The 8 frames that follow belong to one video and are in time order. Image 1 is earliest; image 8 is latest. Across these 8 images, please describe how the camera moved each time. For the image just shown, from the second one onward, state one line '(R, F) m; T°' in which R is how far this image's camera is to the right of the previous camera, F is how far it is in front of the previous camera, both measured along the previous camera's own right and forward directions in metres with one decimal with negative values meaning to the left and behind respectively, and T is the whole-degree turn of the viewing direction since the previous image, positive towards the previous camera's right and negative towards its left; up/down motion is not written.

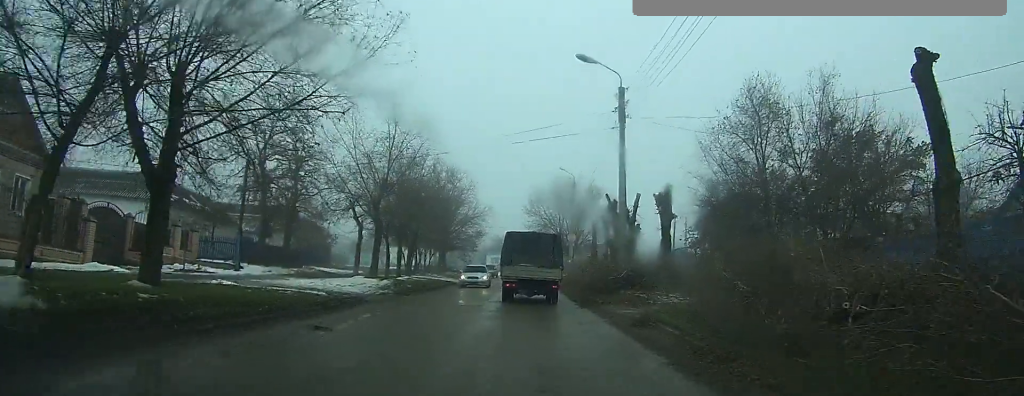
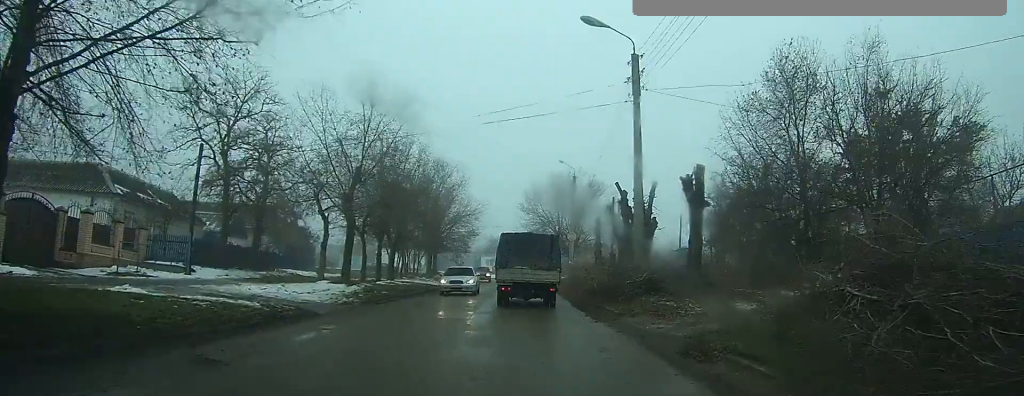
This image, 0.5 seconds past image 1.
(0.0, +3.3) m; 0°
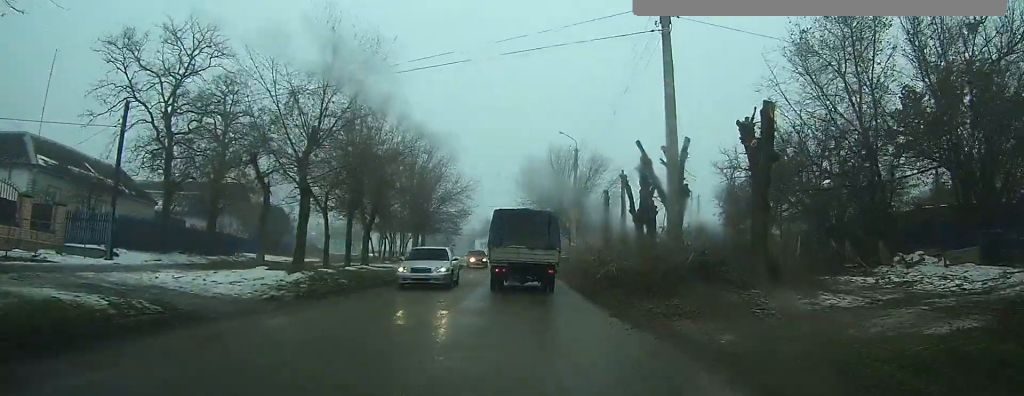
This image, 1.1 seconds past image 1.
(0.0, +4.2) m; 0°
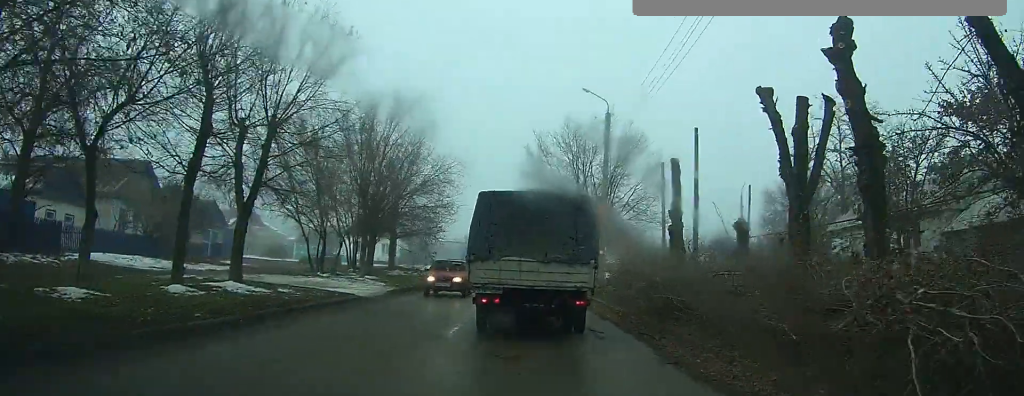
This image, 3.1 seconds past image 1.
(0.0, +14.3) m; -2°
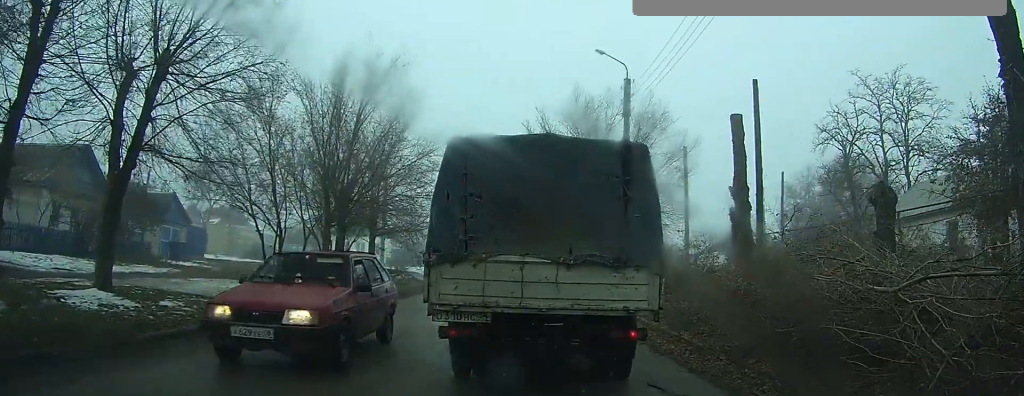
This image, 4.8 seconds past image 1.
(-0.3, +6.8) m; -6°
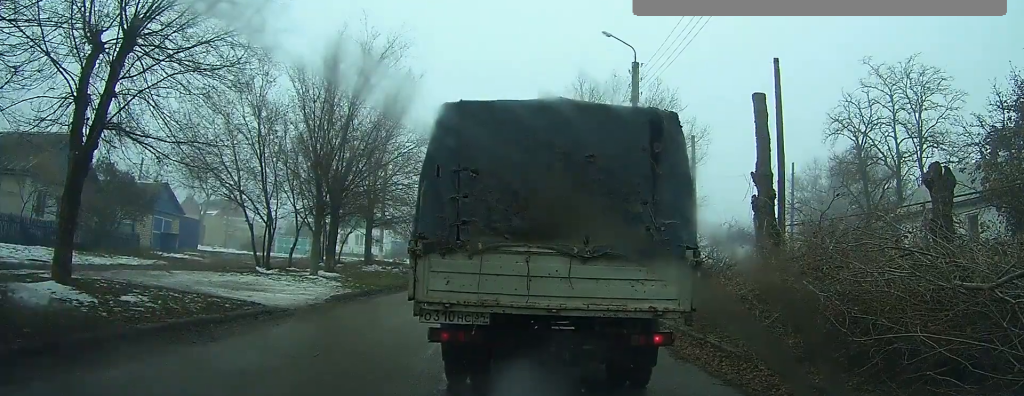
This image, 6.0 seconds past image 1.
(0.0, +1.8) m; 0°
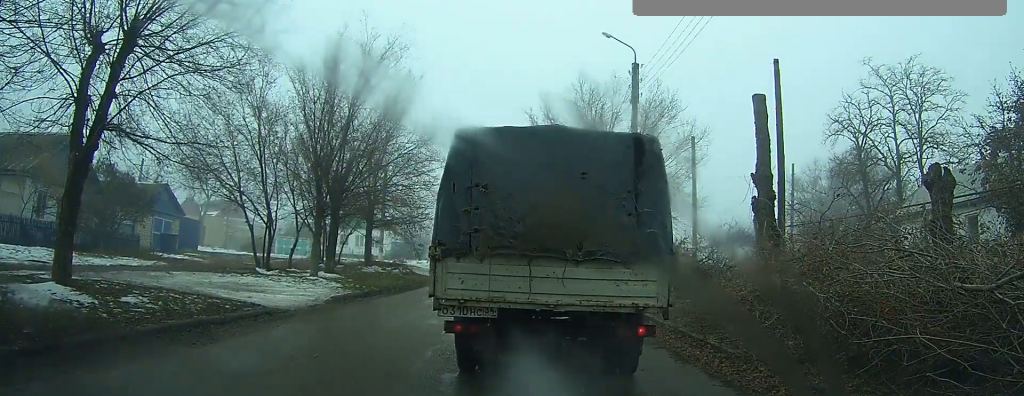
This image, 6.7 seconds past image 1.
(+0.1, +0.5) m; 0°
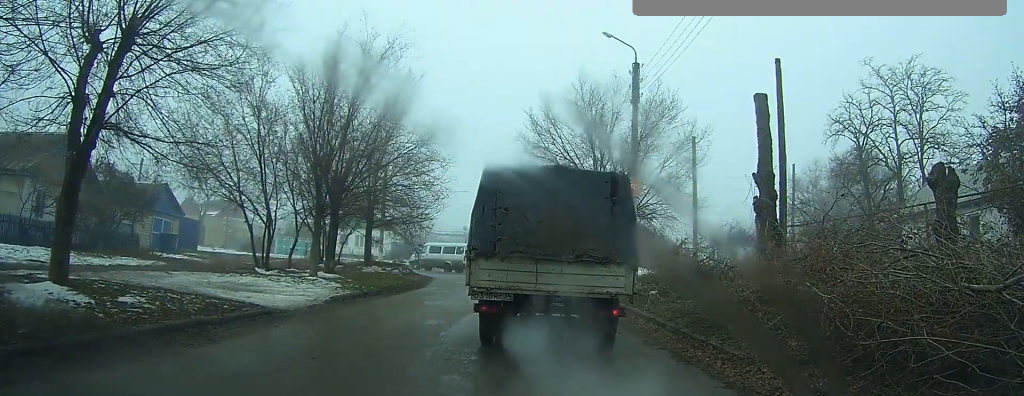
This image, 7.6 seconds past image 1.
(+0.1, +0.4) m; 0°
